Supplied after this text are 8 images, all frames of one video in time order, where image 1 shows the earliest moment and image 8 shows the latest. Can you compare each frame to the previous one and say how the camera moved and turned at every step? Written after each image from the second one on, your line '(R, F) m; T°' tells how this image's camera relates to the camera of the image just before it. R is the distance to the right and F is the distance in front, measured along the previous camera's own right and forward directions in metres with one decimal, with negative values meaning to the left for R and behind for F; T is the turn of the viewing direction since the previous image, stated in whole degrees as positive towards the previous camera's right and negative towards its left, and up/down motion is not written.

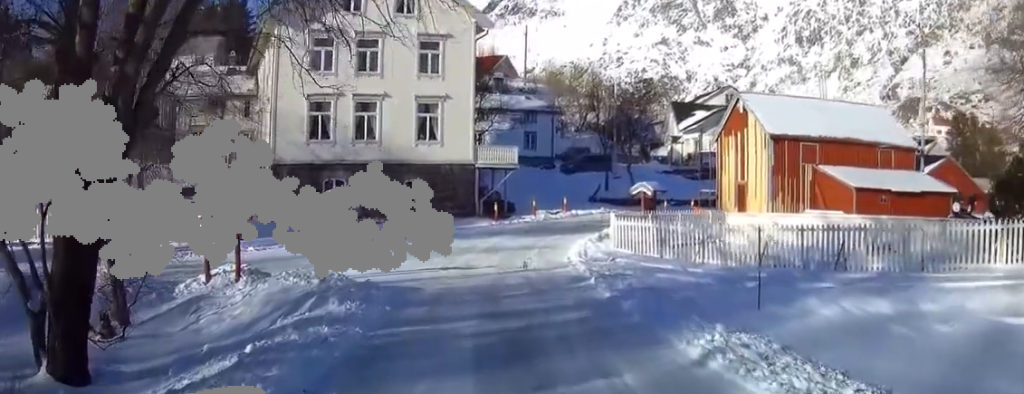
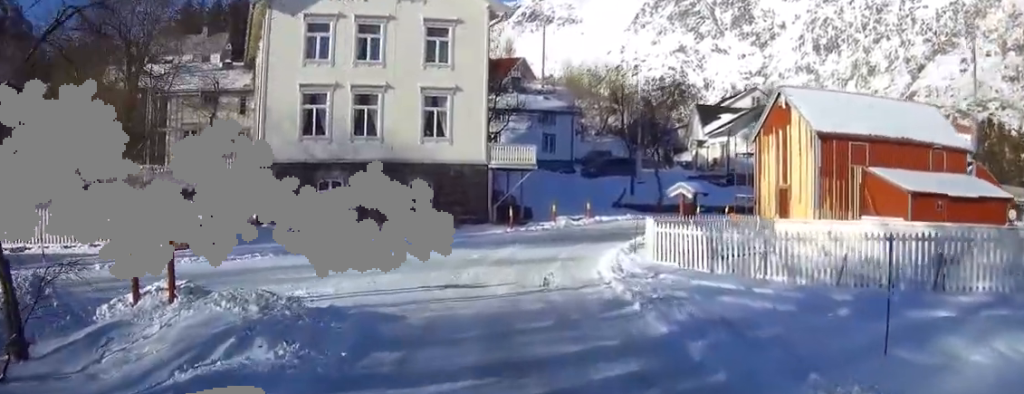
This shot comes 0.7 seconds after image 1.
(-0.1, +3.6) m; -2°
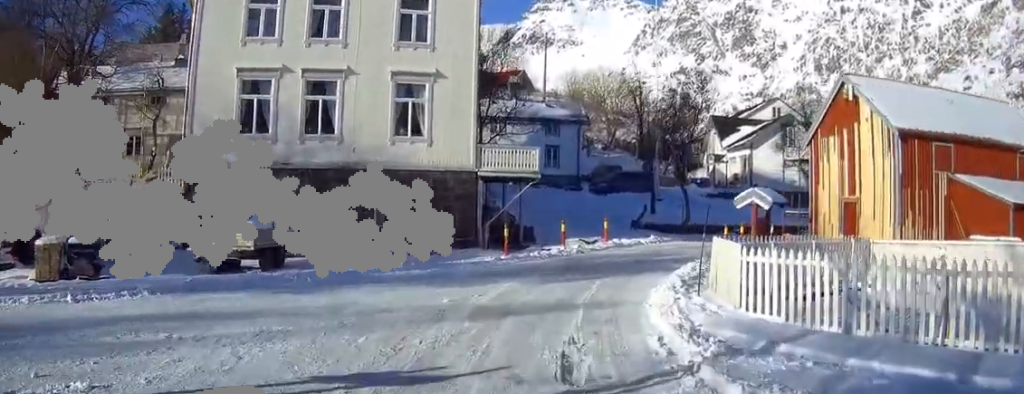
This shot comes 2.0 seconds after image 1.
(-0.1, +7.1) m; +1°
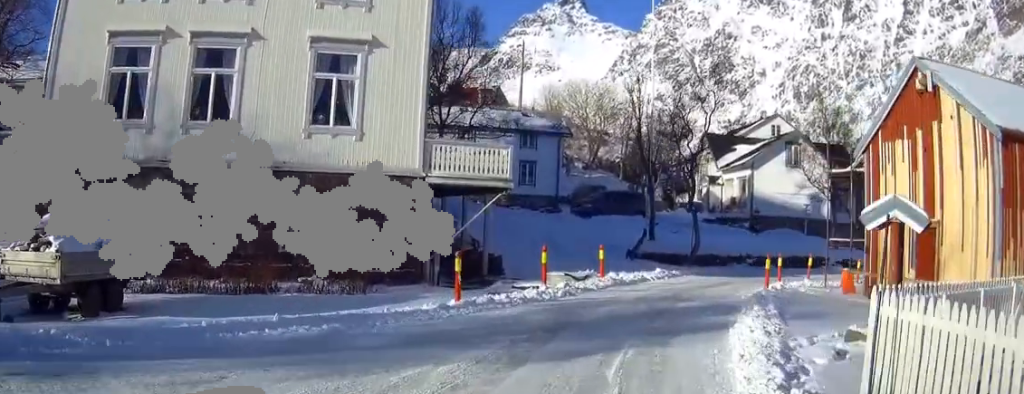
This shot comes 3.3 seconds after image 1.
(+0.4, +7.5) m; +7°
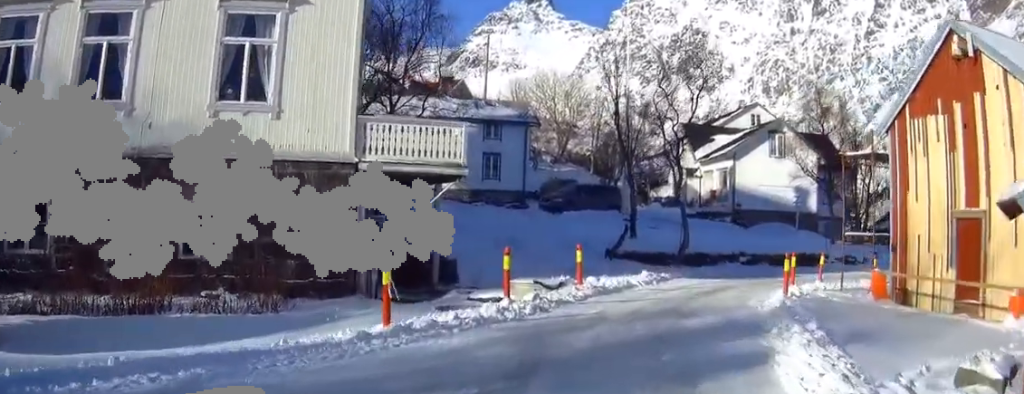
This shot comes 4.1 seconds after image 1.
(+0.1, +3.9) m; +2°
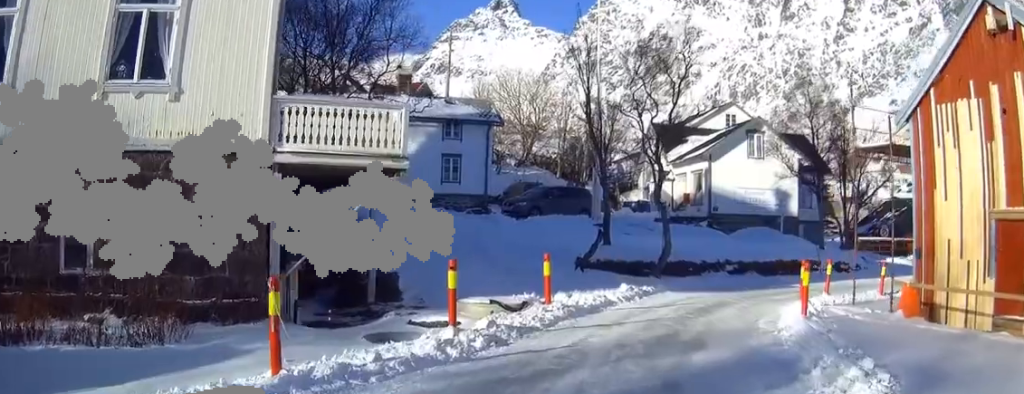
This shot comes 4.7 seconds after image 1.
(0.0, +3.1) m; +1°
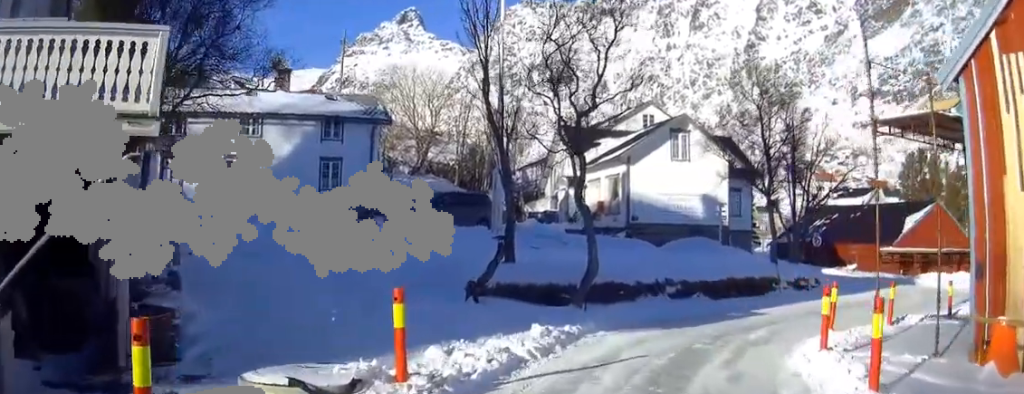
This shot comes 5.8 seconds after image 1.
(+0.3, +5.6) m; +7°
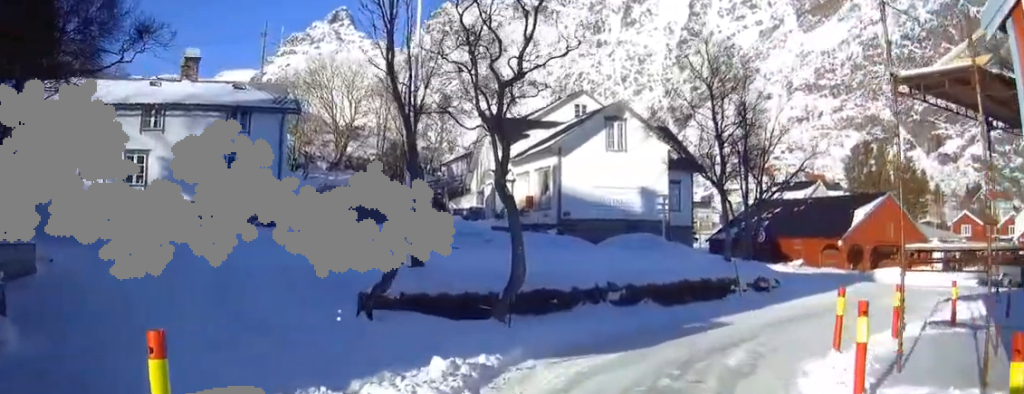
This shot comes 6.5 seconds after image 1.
(+0.1, +3.1) m; +7°
